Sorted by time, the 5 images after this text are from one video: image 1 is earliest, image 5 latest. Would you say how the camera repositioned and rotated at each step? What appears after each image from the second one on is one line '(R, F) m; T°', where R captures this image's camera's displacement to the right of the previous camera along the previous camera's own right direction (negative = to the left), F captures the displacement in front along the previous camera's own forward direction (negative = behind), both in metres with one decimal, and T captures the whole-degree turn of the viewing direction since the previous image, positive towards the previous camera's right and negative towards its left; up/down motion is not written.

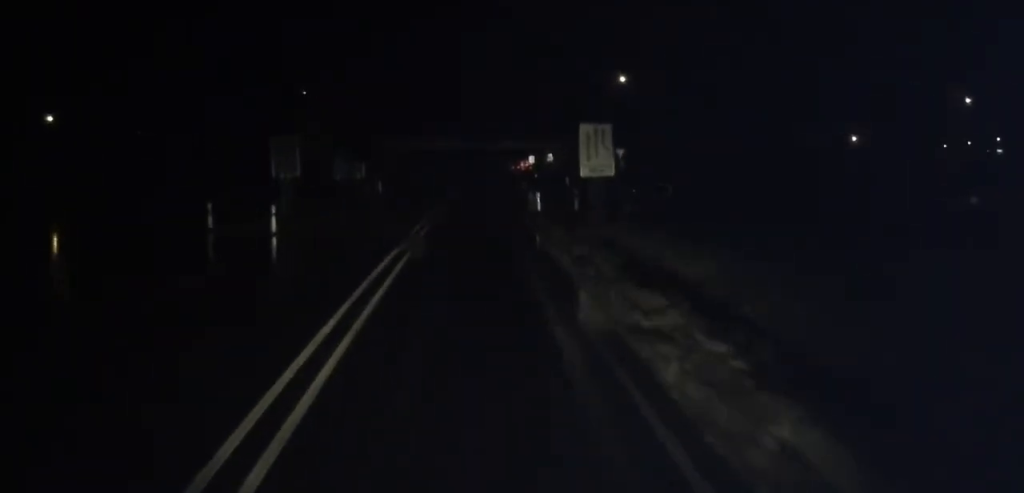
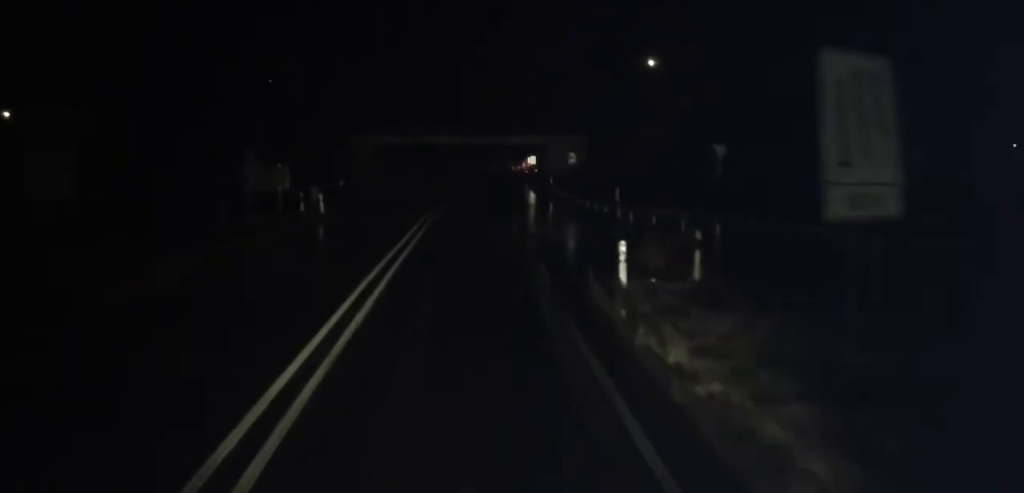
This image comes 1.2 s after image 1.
(+0.4, +17.4) m; +3°
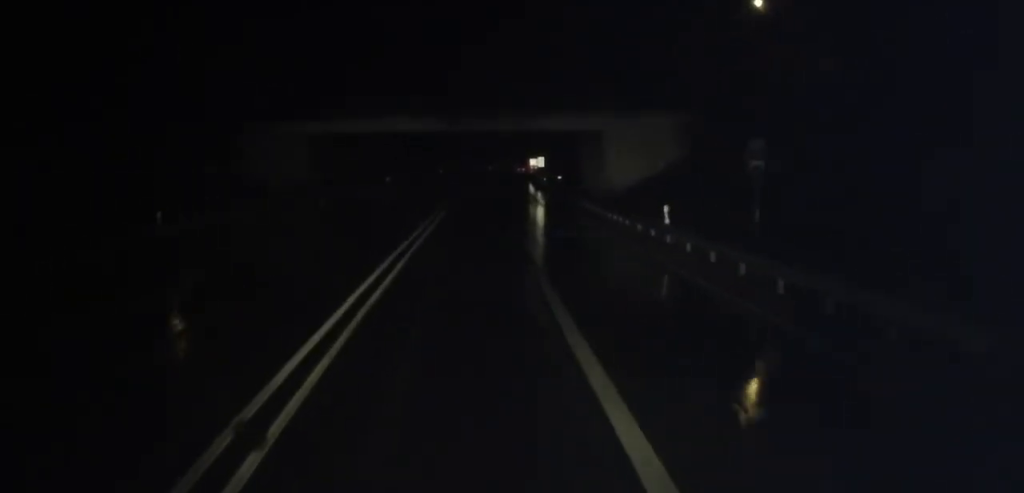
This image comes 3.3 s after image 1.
(0.0, +31.2) m; -2°
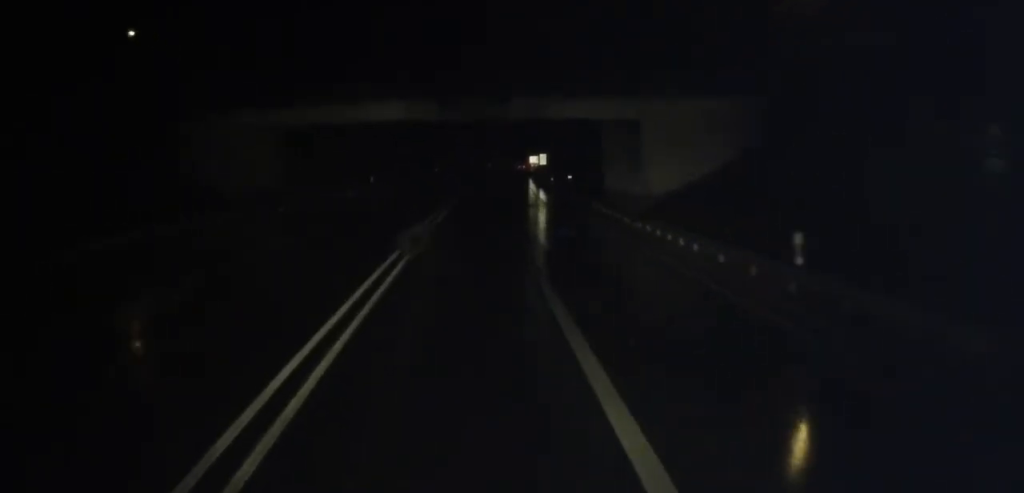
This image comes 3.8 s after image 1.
(-0.1, +8.5) m; 0°
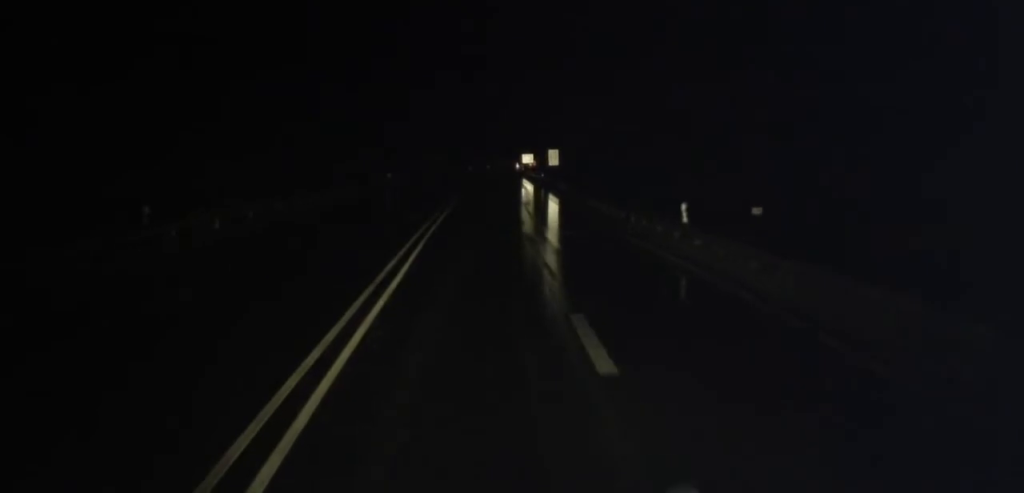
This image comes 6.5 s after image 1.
(+0.7, +40.0) m; +2°
